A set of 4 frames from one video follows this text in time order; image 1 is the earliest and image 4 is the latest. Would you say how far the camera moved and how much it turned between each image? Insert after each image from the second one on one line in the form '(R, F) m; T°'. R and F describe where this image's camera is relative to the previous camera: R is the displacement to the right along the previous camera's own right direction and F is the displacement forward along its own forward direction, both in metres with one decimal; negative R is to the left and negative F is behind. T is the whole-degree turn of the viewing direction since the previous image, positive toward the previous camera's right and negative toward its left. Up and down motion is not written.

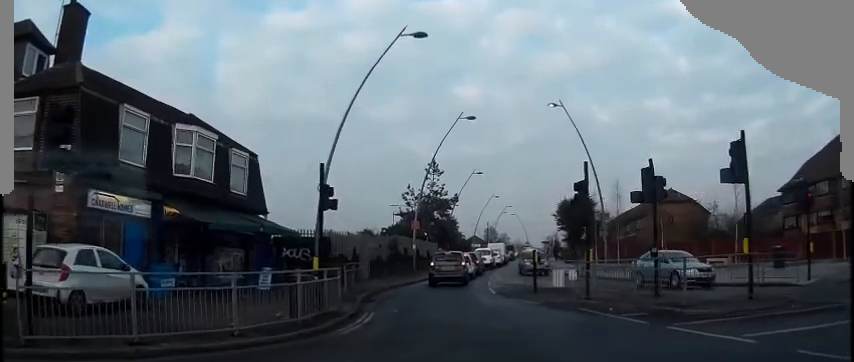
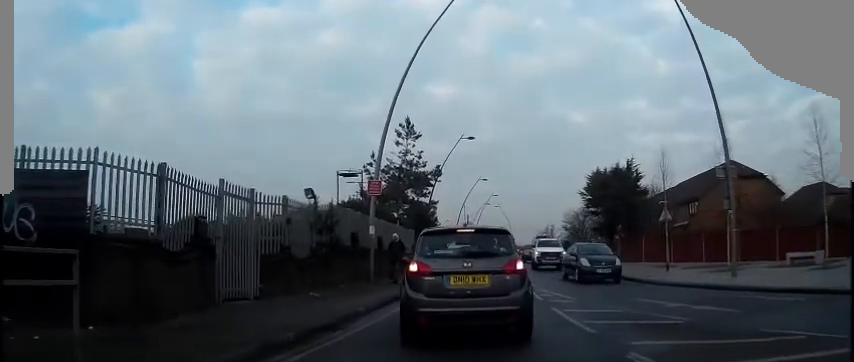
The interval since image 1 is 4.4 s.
(-0.4, +15.9) m; +9°
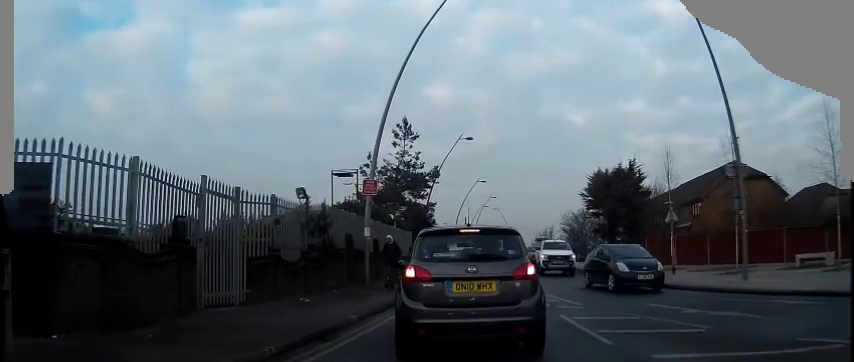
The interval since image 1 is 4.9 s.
(+0.1, +0.7) m; 0°
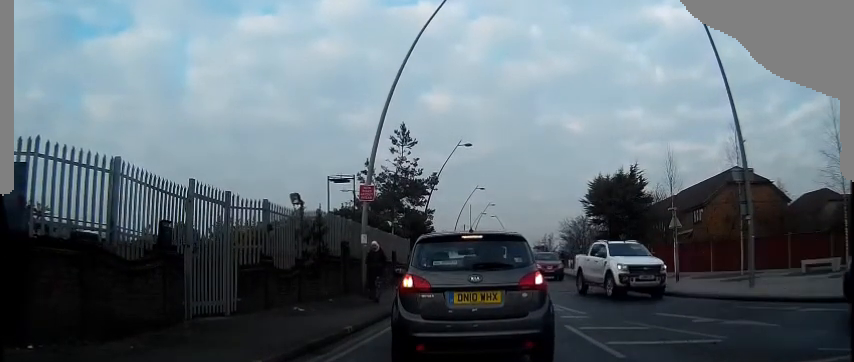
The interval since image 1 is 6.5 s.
(+0.2, -0.2) m; 0°
